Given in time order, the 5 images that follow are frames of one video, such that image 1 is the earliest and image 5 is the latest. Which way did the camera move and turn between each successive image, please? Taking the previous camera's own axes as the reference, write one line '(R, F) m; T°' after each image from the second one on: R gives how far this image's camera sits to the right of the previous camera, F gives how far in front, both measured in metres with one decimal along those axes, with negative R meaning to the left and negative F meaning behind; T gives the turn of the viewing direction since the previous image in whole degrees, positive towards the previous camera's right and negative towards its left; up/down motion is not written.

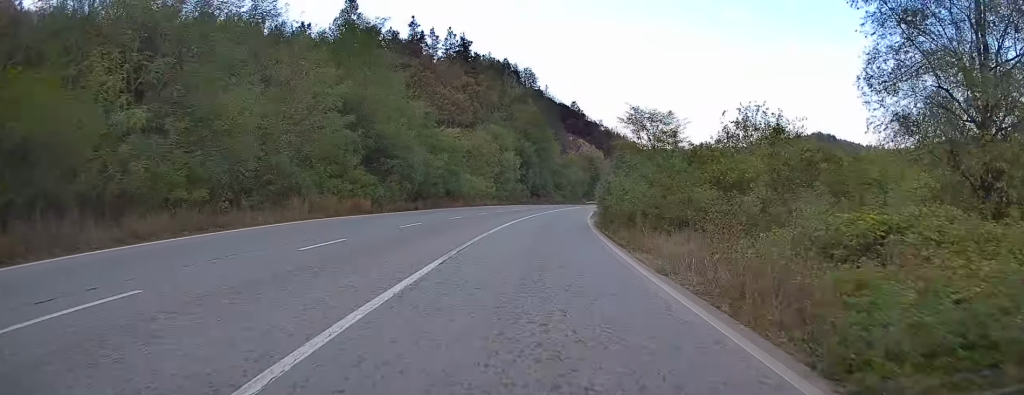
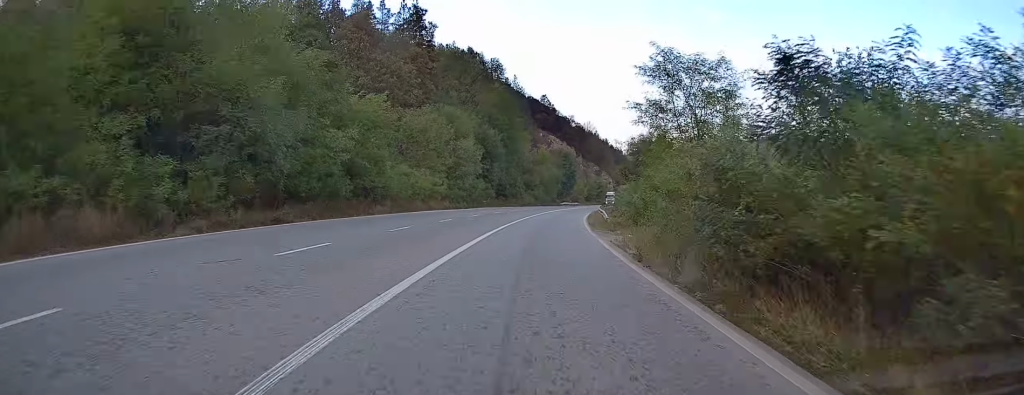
(+0.5, +19.4) m; +3°
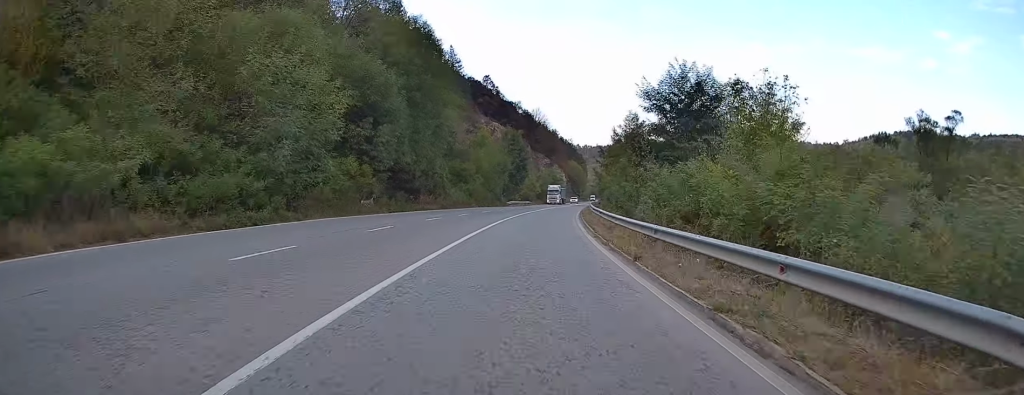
(+1.6, +37.1) m; +5°
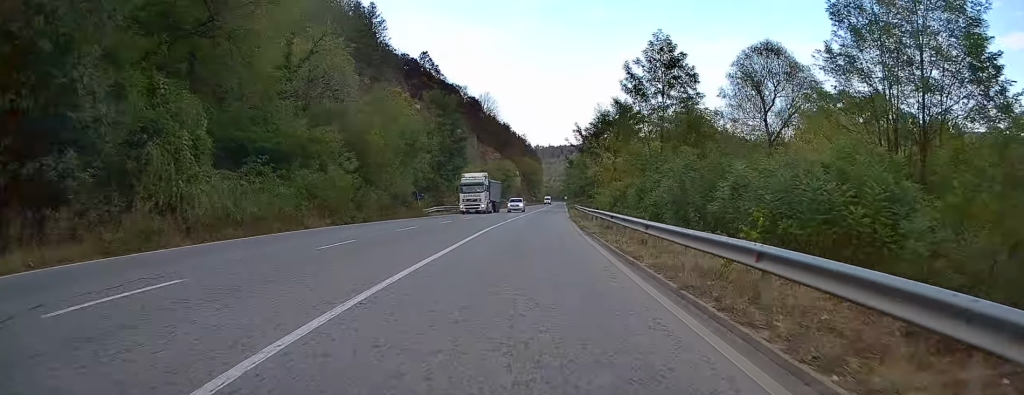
(+1.6, +39.8) m; +5°
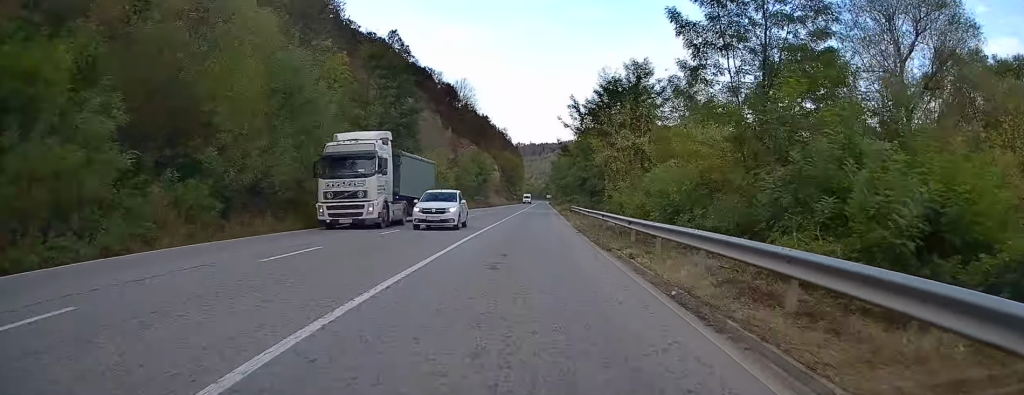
(+0.4, +20.7) m; +2°
